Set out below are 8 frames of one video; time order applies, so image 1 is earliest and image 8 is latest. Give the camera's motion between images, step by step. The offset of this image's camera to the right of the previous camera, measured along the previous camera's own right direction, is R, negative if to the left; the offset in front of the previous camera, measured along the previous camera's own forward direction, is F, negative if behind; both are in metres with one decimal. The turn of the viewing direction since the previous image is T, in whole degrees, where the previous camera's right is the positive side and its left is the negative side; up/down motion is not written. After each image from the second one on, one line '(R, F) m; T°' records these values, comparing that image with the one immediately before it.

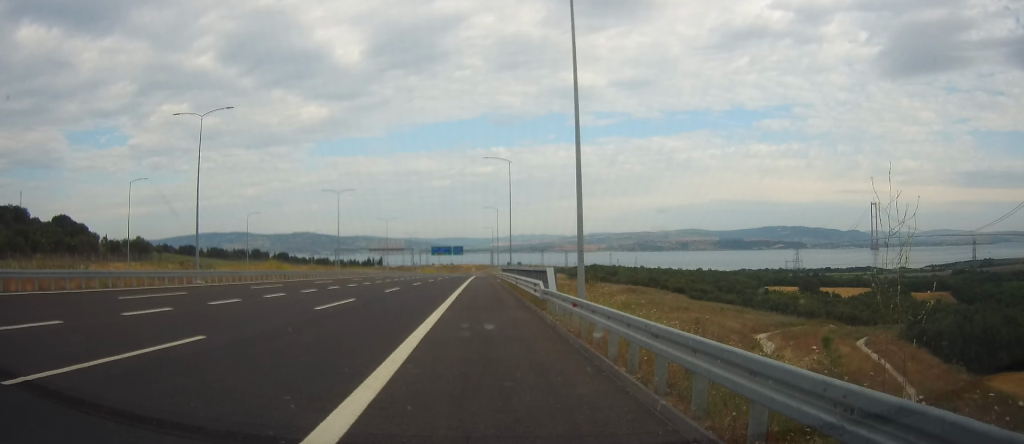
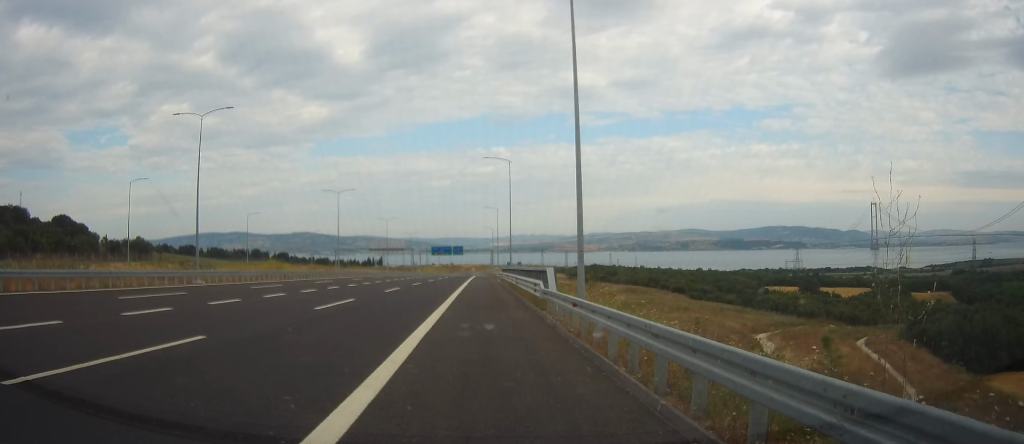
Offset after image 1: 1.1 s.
(0.0, 0.0) m; 0°
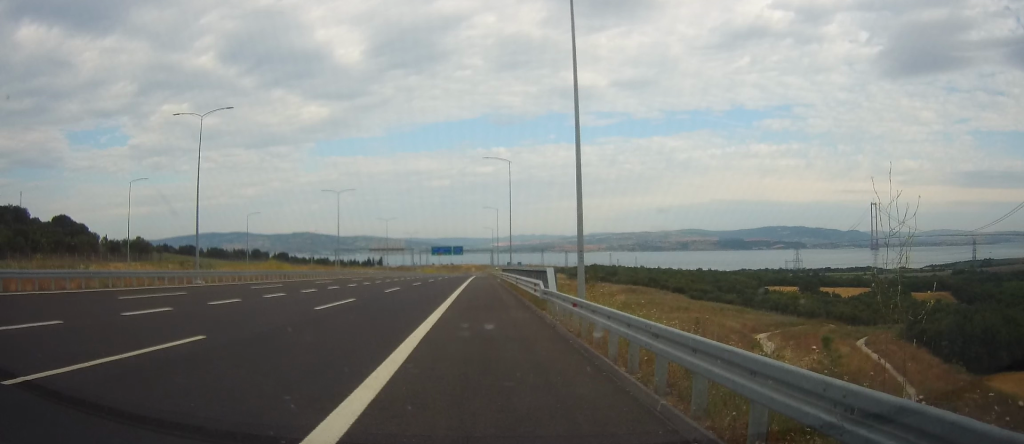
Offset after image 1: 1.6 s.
(0.0, 0.0) m; 0°
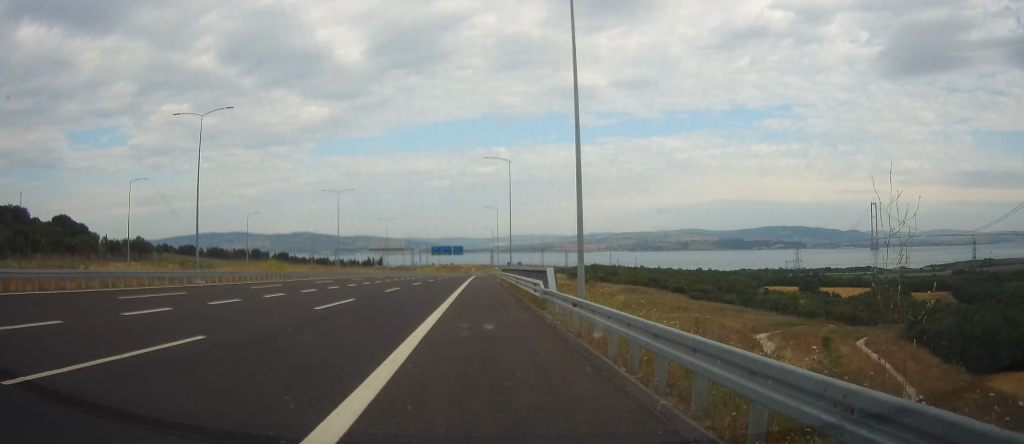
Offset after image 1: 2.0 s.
(0.0, 0.0) m; 0°
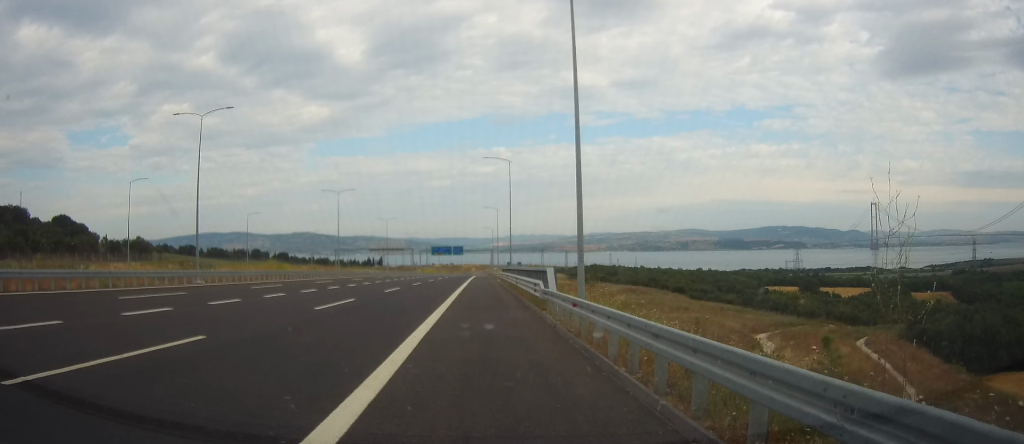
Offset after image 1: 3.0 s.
(0.0, 0.0) m; 0°
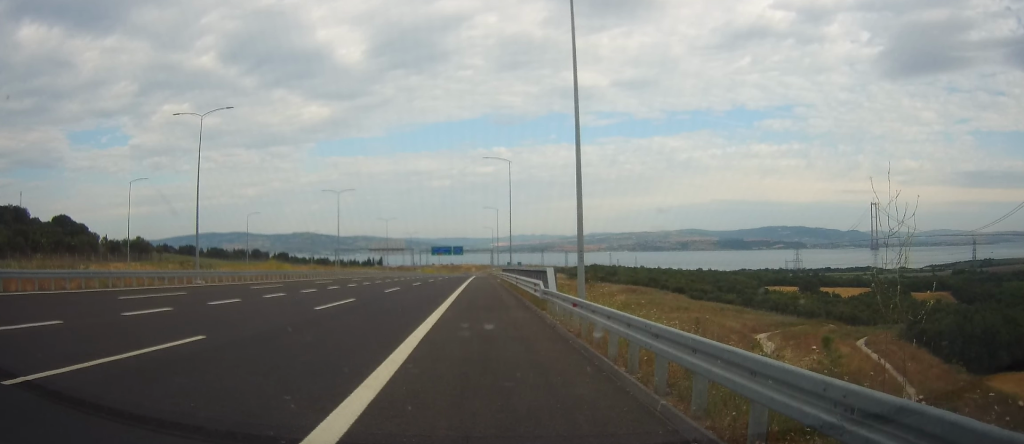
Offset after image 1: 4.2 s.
(0.0, 0.0) m; 0°
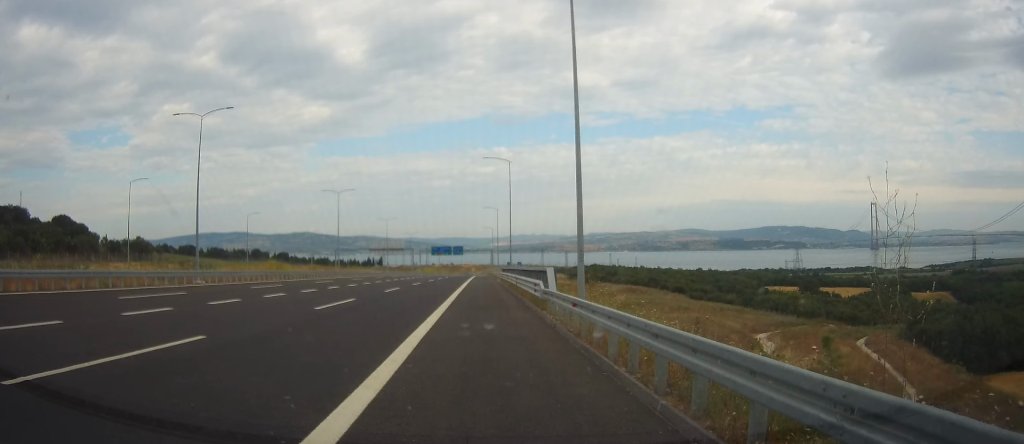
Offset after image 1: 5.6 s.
(0.0, 0.0) m; 0°
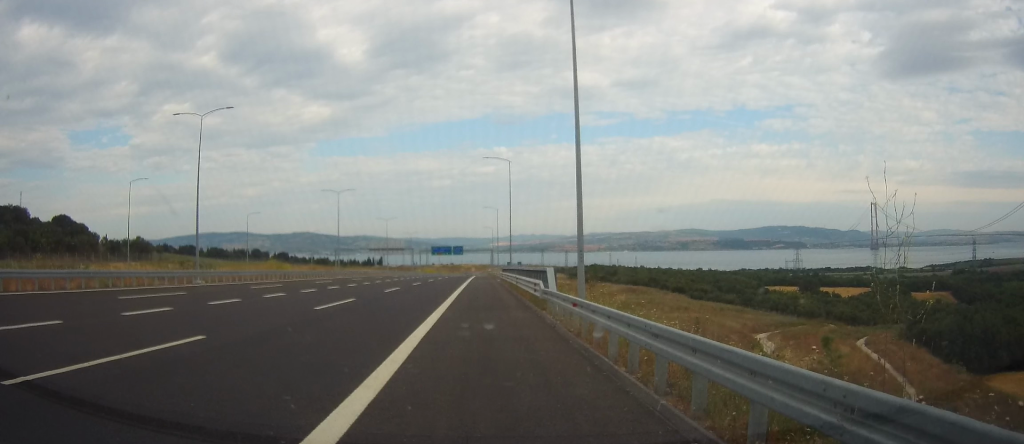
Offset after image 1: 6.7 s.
(0.0, 0.0) m; 0°
